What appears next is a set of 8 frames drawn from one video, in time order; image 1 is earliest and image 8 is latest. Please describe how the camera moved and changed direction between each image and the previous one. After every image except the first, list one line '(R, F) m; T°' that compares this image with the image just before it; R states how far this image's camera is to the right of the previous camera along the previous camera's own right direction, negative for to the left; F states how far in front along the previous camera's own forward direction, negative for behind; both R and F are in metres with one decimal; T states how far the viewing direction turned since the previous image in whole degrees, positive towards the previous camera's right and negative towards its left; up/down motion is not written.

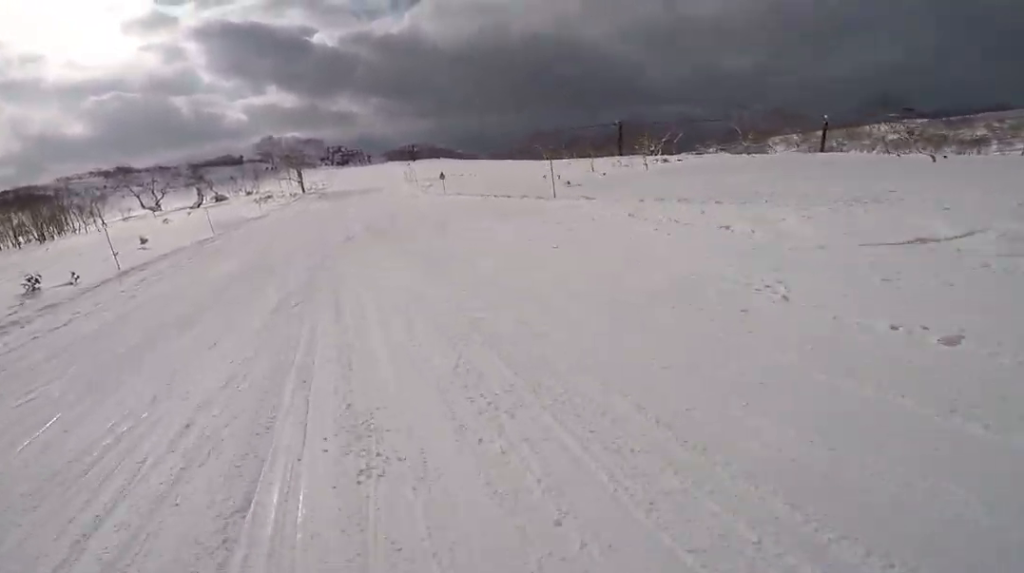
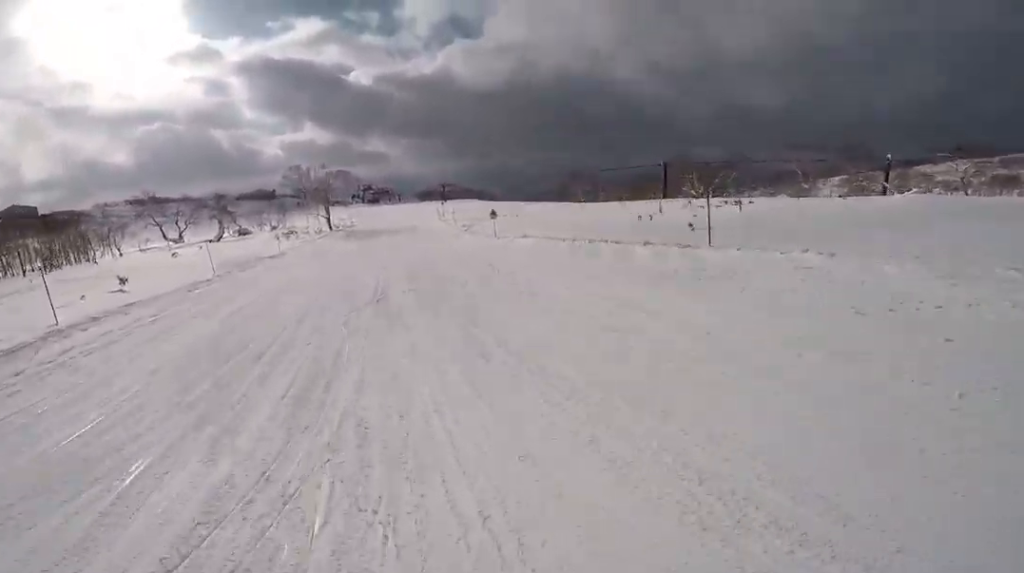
(-0.1, +5.5) m; -2°
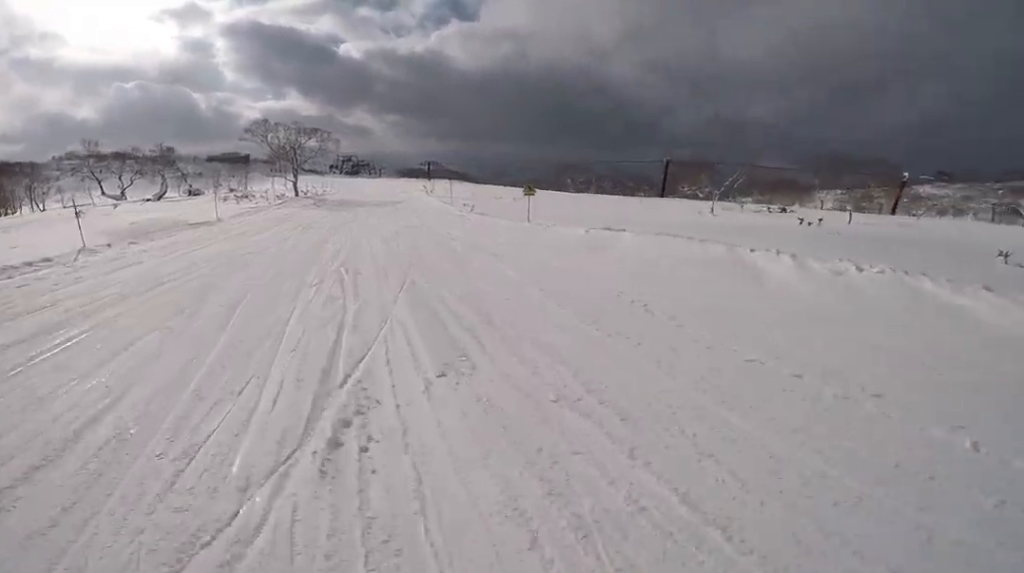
(-0.3, +7.9) m; -3°
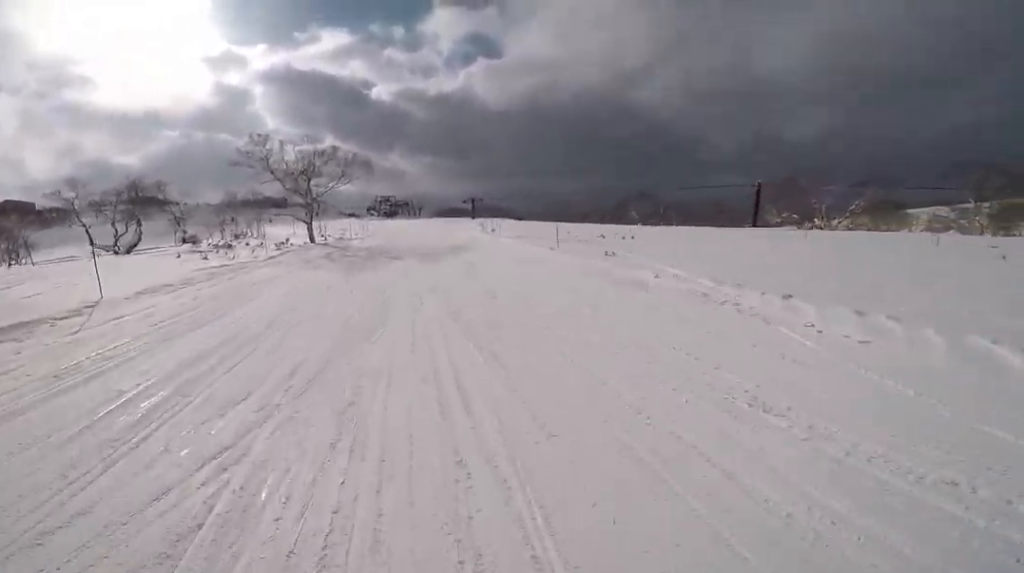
(+0.1, +13.6) m; +6°
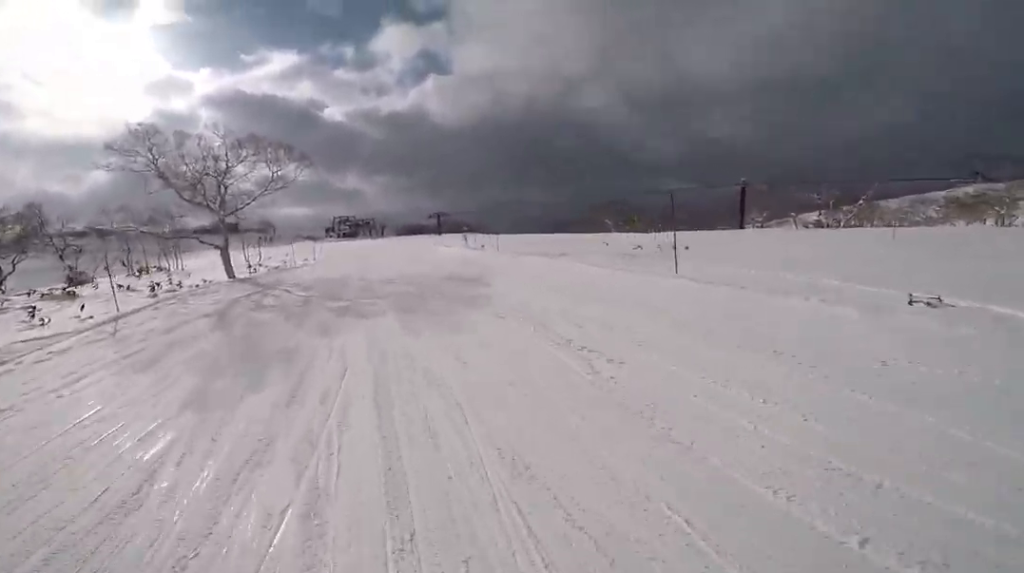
(+0.7, +9.6) m; +4°
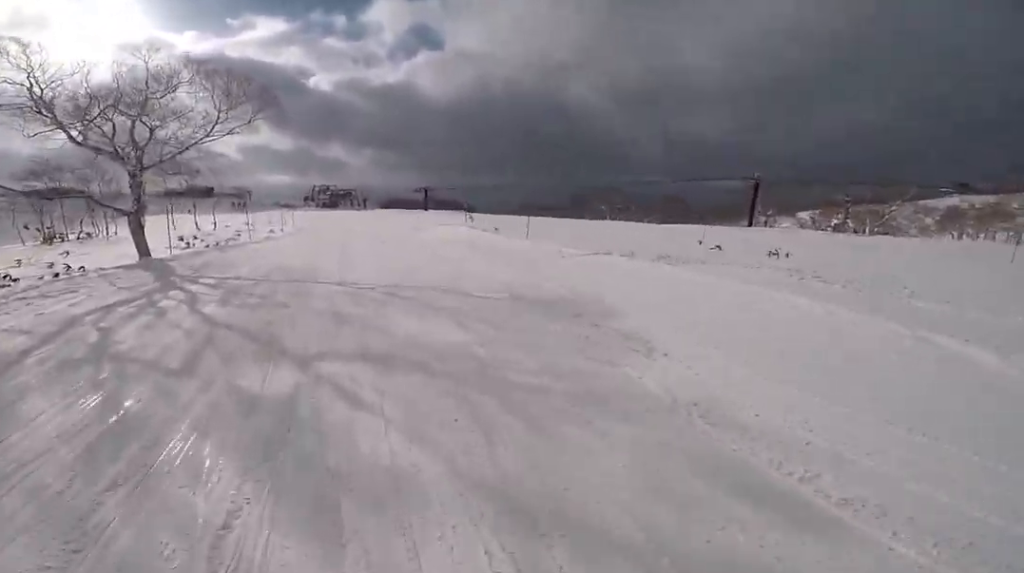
(+0.1, +6.9) m; -2°
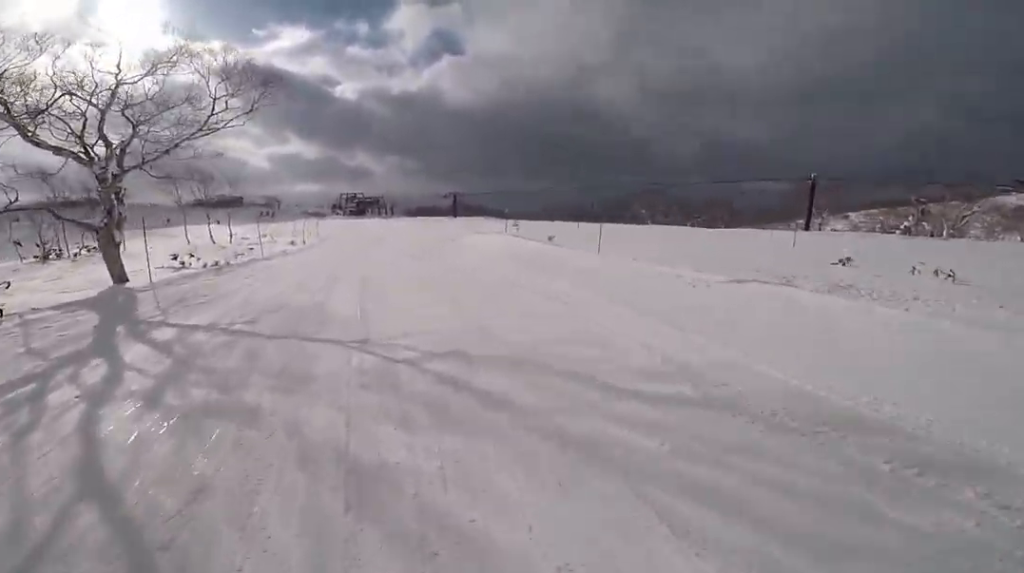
(-0.4, +3.8) m; -2°
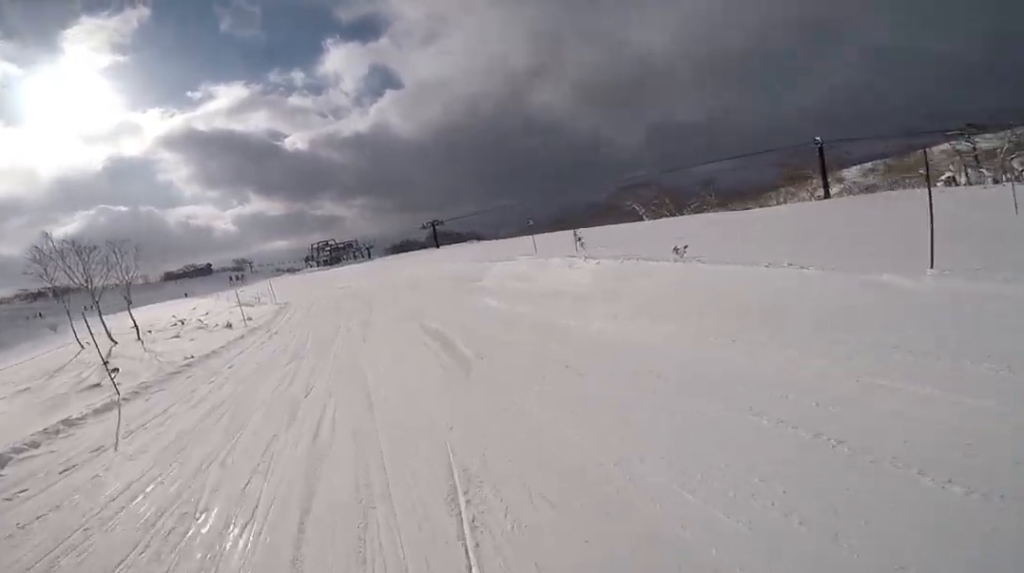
(+0.1, +11.0) m; +2°
